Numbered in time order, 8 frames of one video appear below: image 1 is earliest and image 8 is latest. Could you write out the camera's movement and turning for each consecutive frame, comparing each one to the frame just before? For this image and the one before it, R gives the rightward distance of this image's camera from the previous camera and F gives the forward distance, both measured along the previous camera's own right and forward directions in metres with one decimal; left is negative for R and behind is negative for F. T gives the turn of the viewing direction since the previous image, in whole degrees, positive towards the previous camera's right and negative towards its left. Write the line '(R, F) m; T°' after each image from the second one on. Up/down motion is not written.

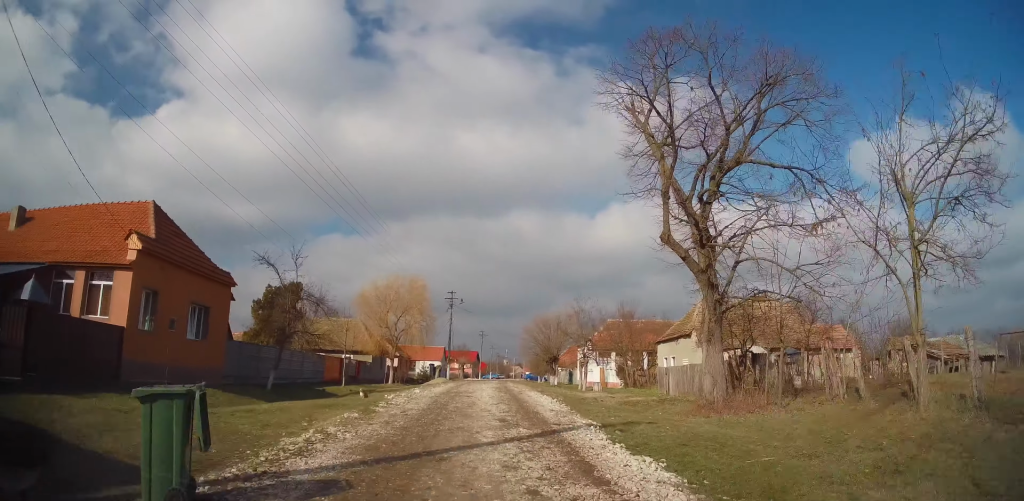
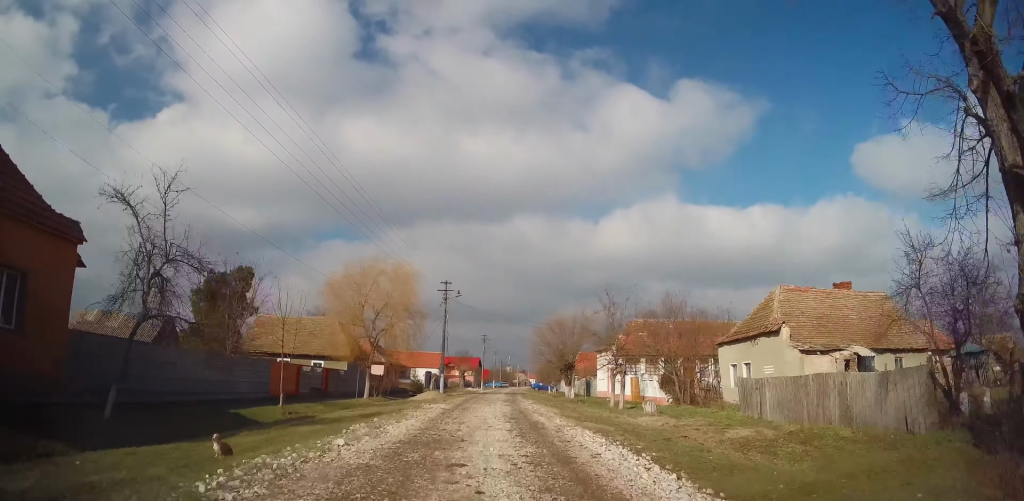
(0.0, +9.5) m; 0°
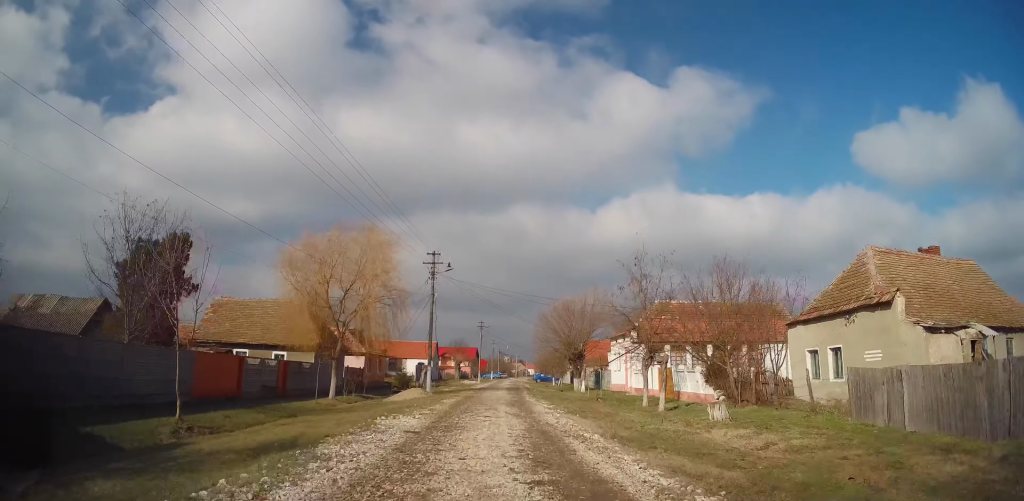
(0.0, +7.0) m; +1°
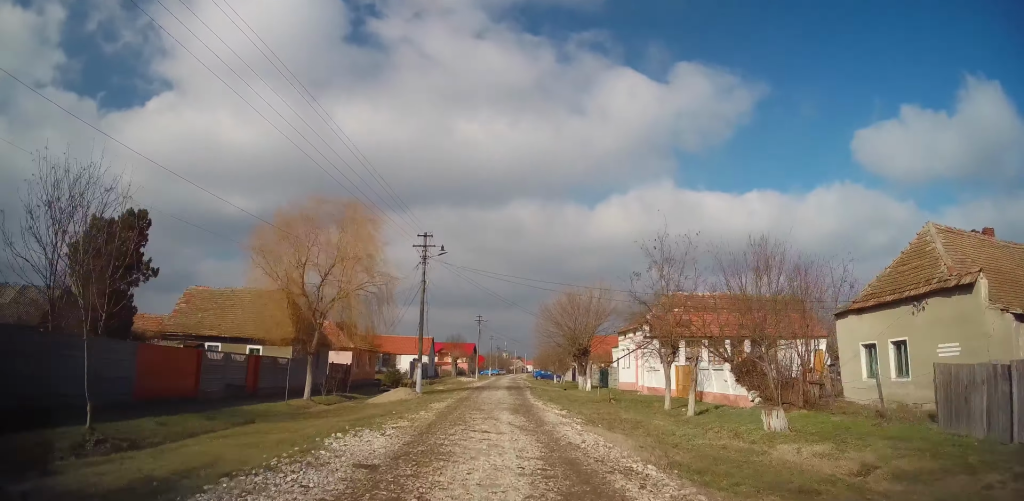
(0.0, +3.5) m; 0°
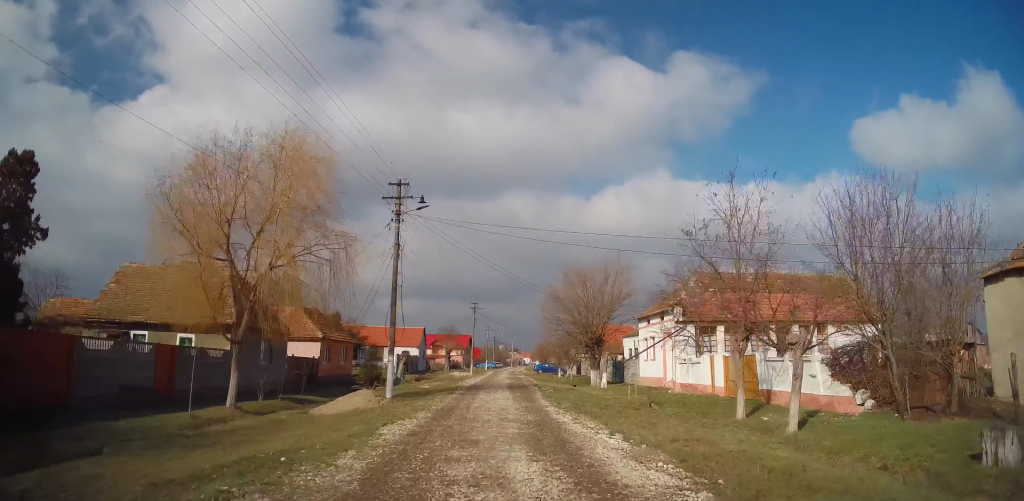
(0.0, +6.9) m; 0°
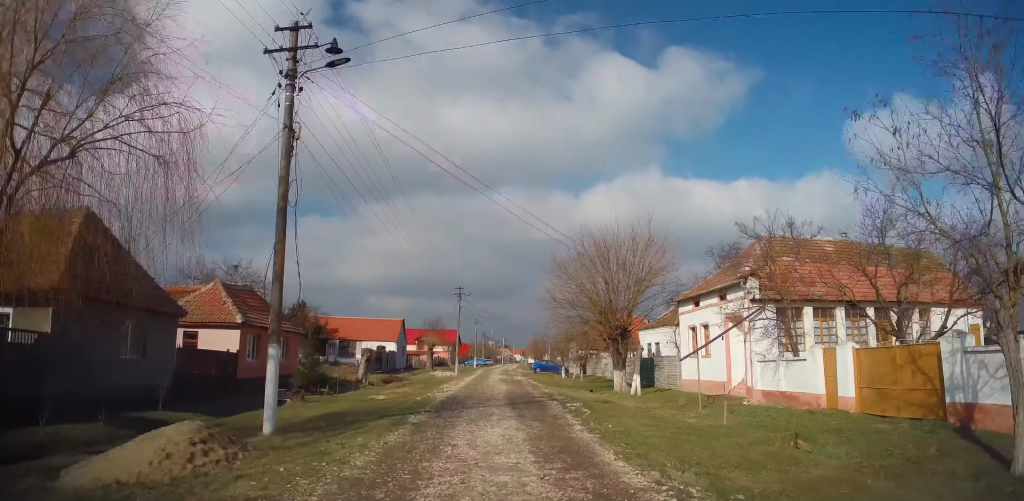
(+0.1, +9.9) m; +4°
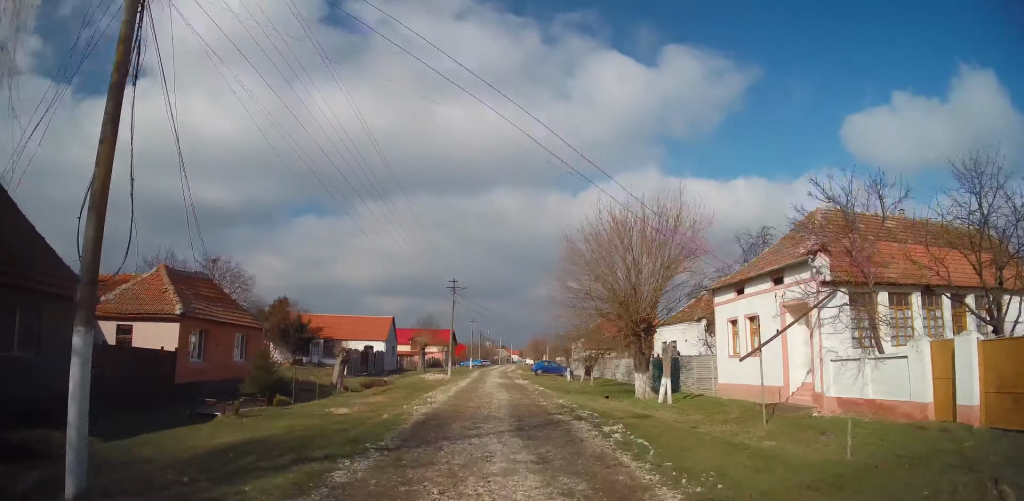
(+0.3, +4.9) m; 0°
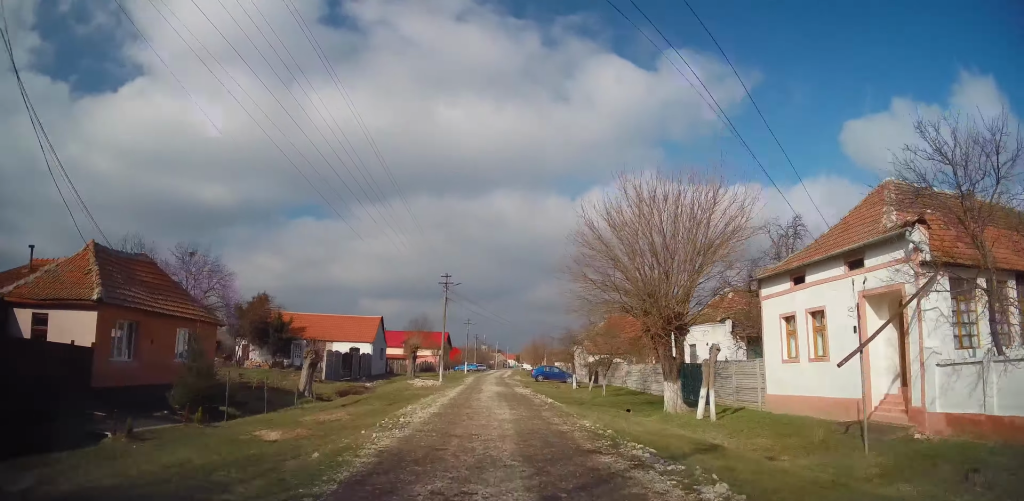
(-0.1, +4.4) m; -1°
